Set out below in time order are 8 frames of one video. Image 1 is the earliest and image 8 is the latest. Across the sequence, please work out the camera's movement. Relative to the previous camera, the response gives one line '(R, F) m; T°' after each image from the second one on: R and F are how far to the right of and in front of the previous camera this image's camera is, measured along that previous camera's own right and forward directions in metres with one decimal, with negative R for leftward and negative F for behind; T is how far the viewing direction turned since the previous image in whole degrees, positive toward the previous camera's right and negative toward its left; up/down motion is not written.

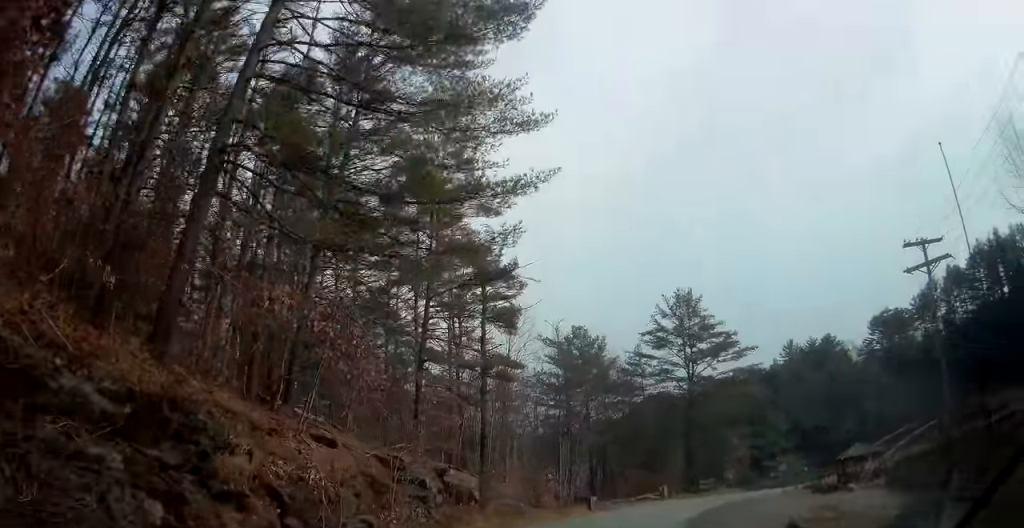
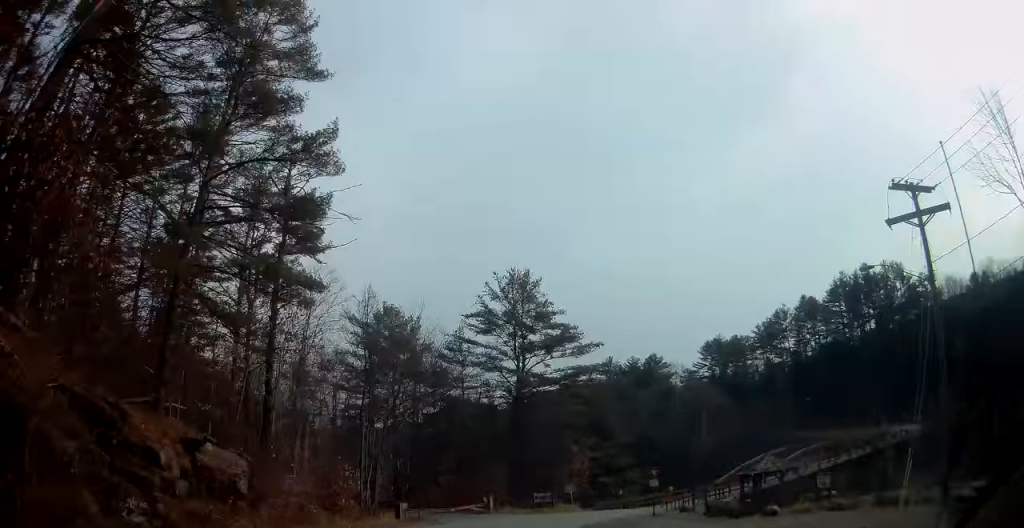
(+1.3, +10.3) m; +15°
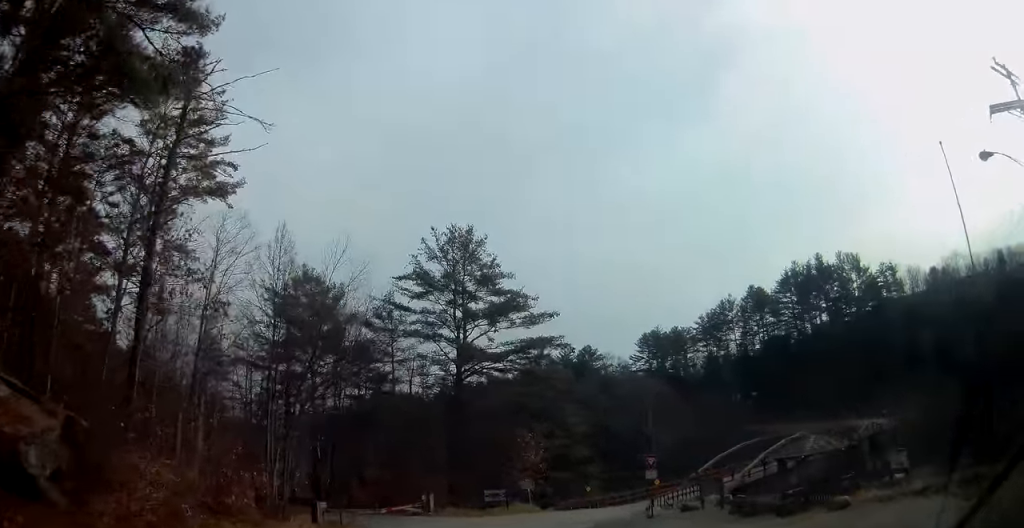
(+0.9, +9.0) m; +6°
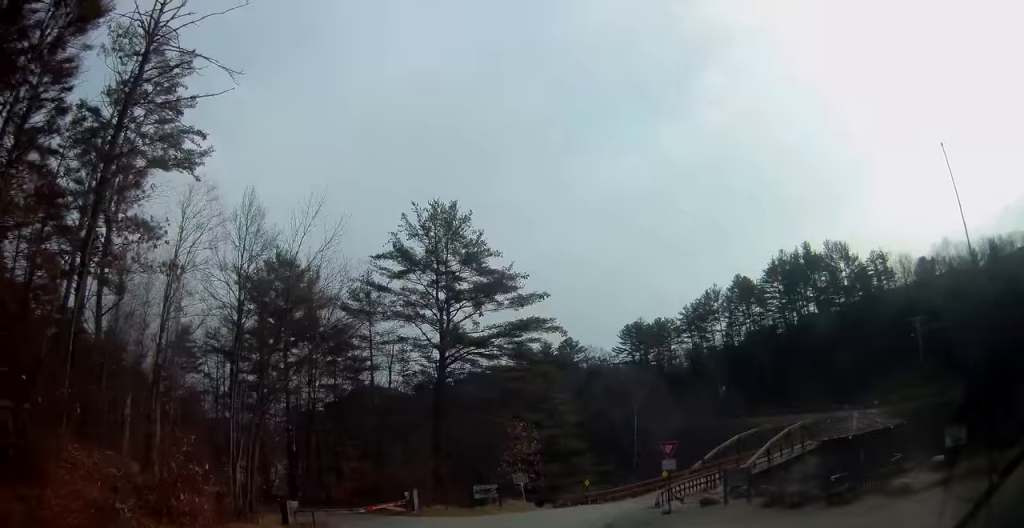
(-0.1, +3.6) m; 0°
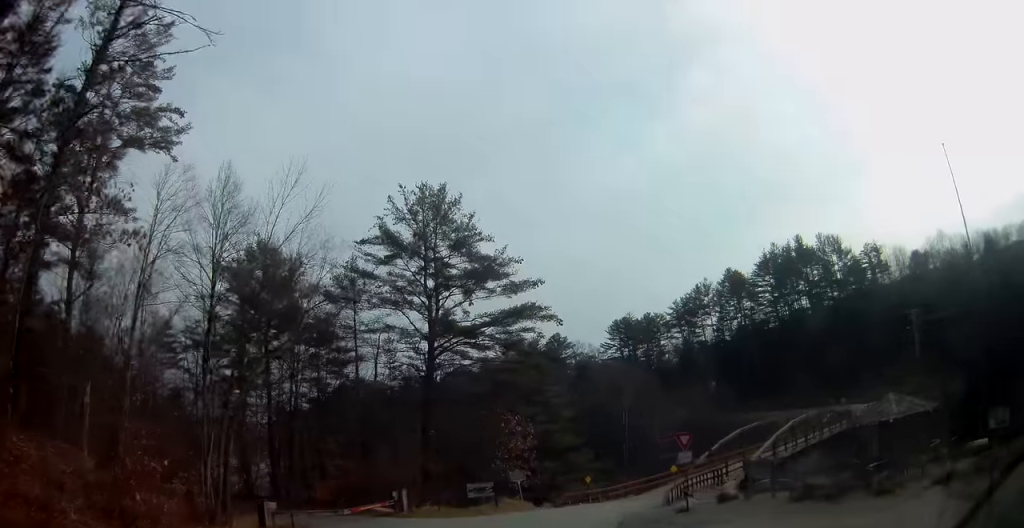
(0.0, +2.4) m; +2°
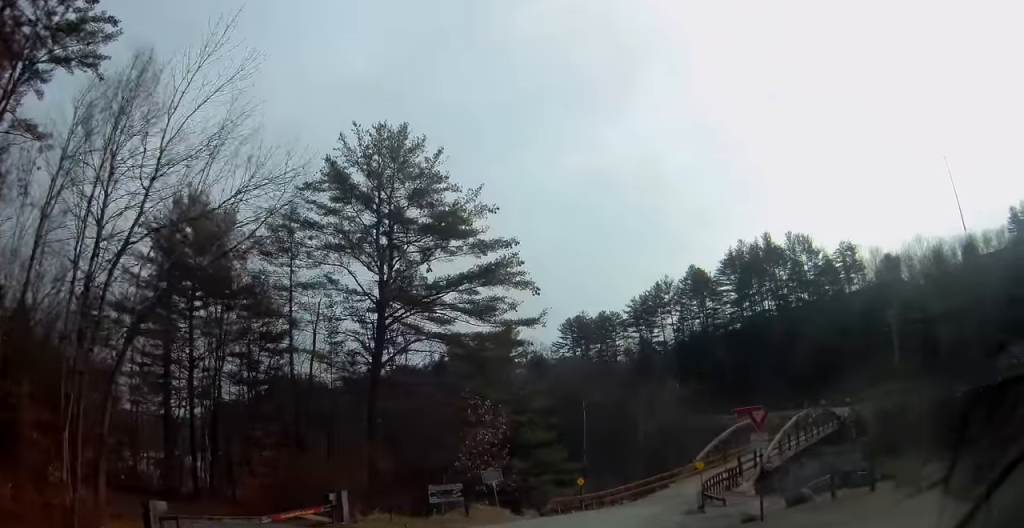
(+0.8, +6.9) m; +14°
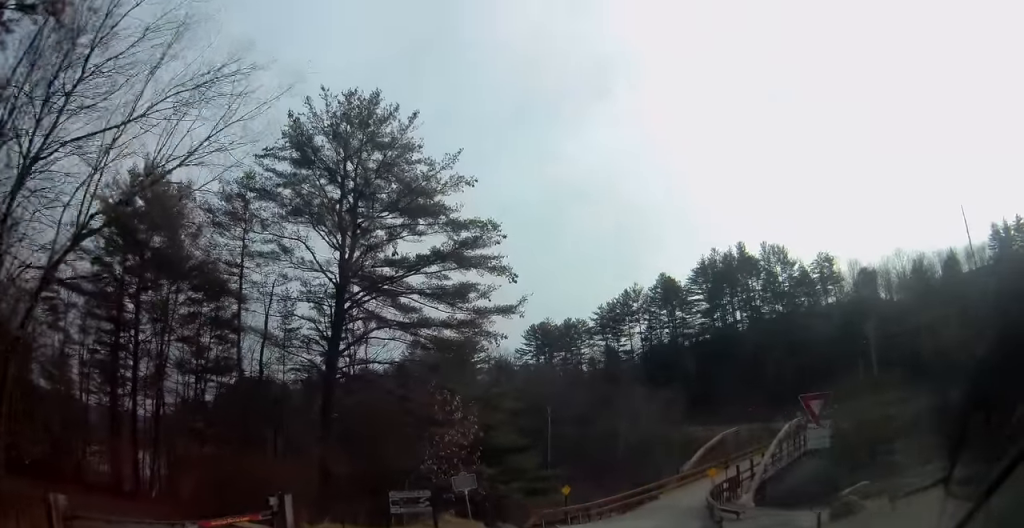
(+0.3, +3.5) m; +3°
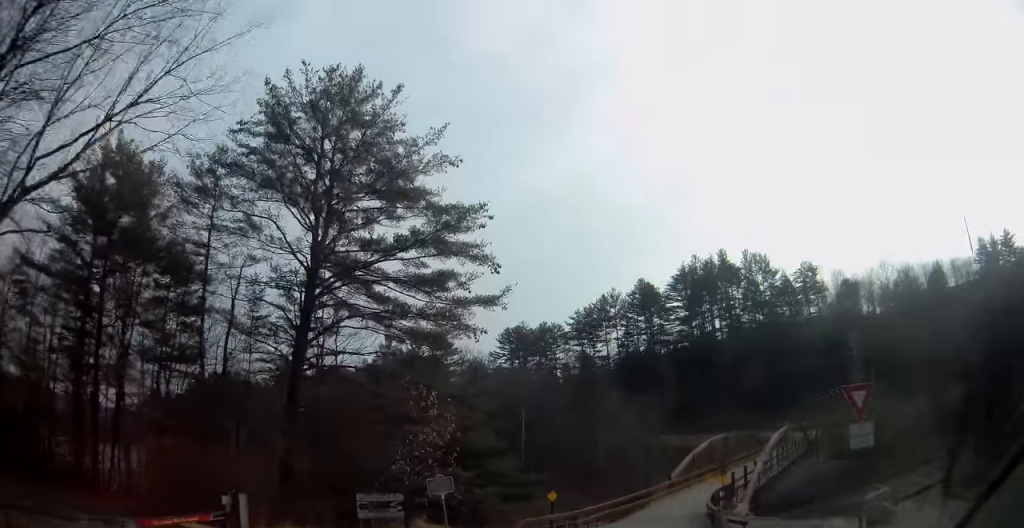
(+0.1, +2.0) m; -4°
